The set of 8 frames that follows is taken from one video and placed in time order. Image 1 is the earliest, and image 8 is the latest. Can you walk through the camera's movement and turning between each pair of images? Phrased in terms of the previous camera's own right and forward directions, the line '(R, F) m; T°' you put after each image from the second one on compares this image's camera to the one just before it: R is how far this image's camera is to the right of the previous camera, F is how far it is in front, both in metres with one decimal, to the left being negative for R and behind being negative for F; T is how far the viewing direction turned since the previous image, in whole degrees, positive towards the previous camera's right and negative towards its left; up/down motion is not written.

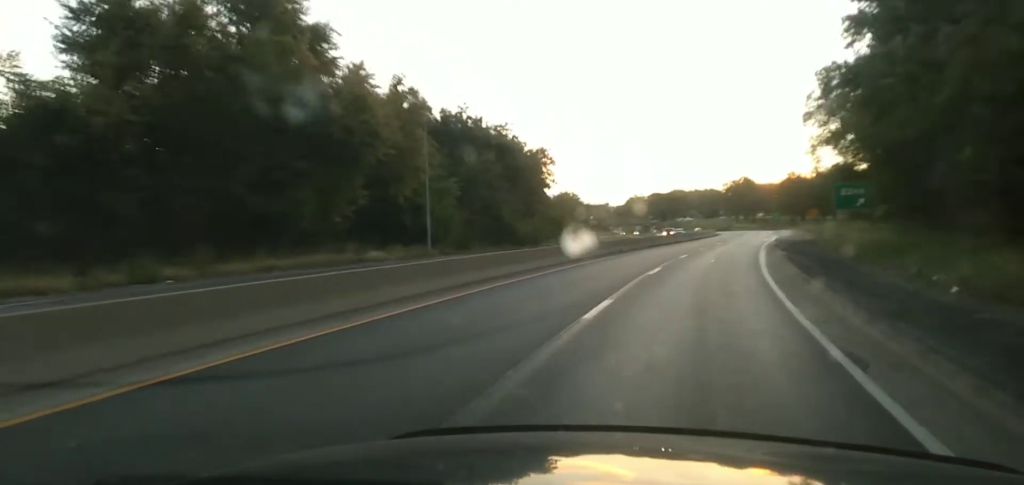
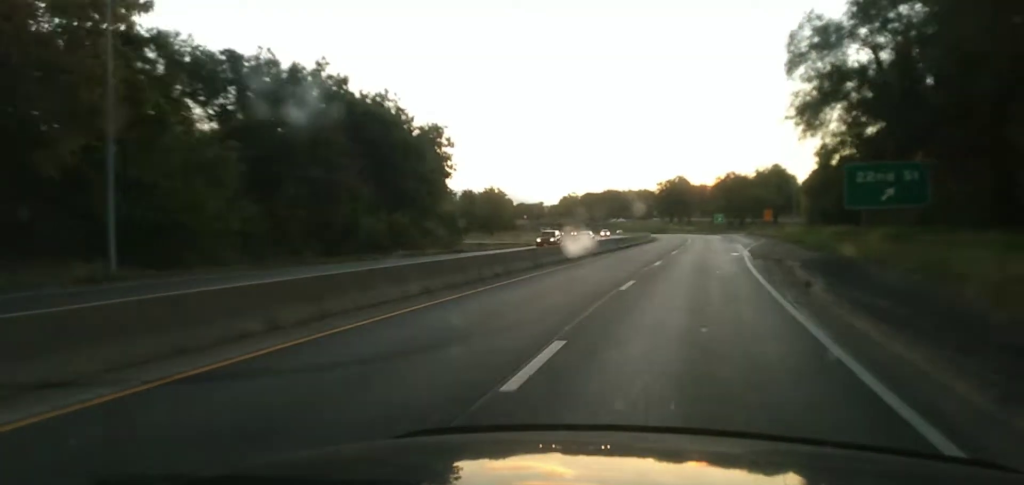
(+1.1, +30.9) m; +3°
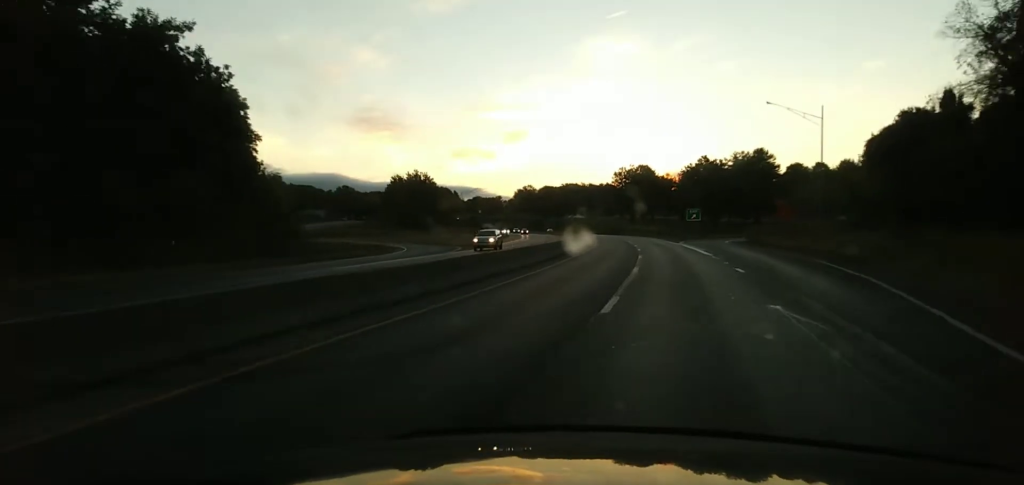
(+2.2, +53.5) m; +3°
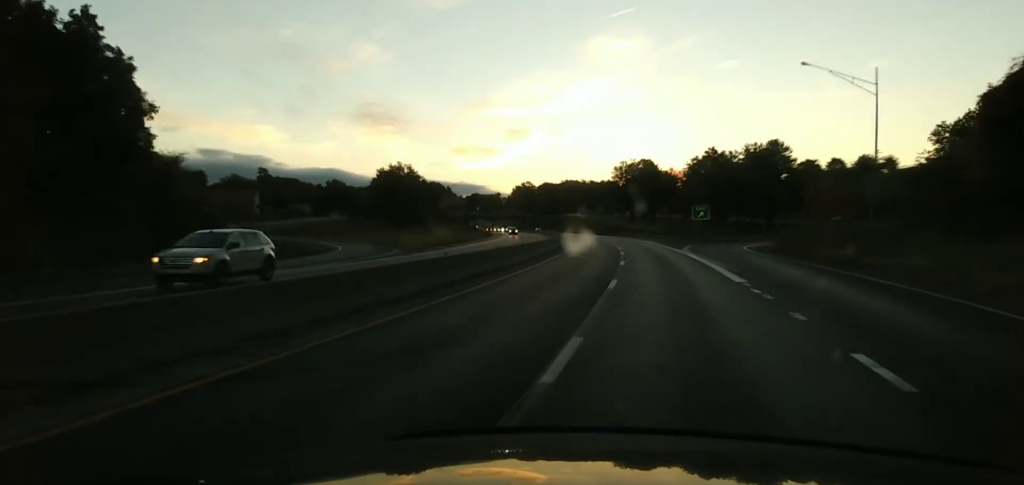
(0.0, +18.0) m; 0°
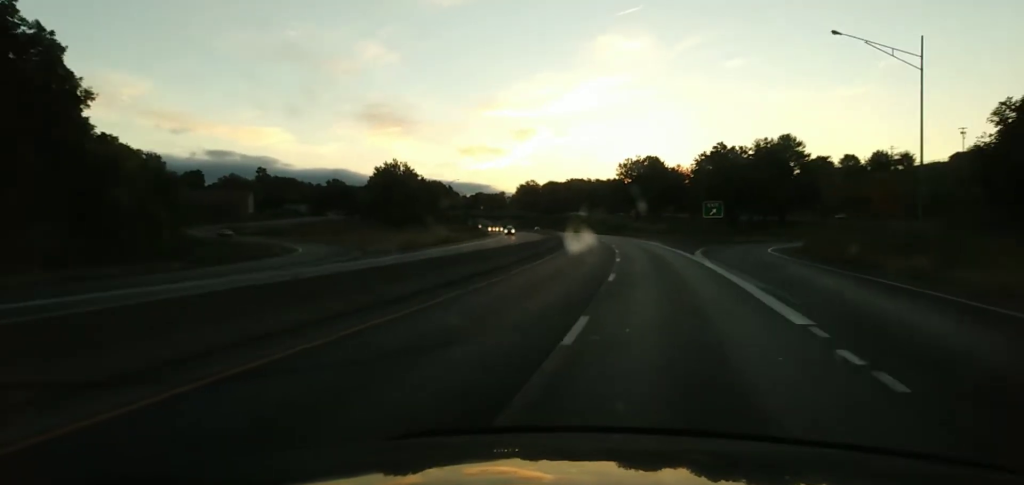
(+0.1, +9.9) m; 0°
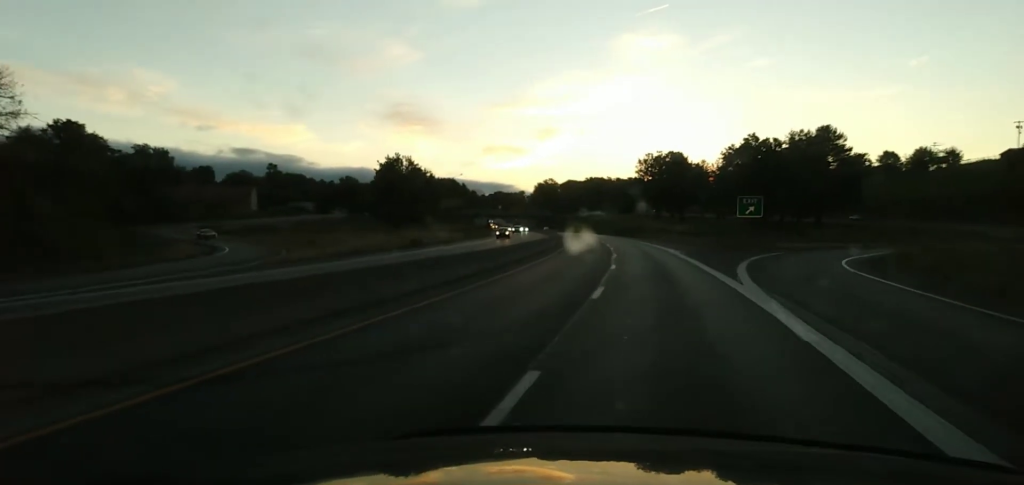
(-0.2, +18.2) m; 0°
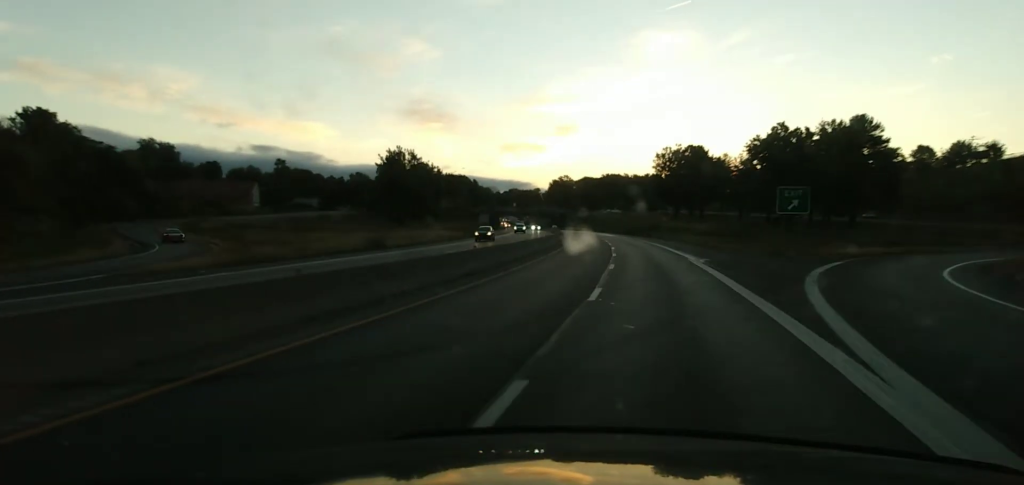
(-0.1, +13.0) m; -1°
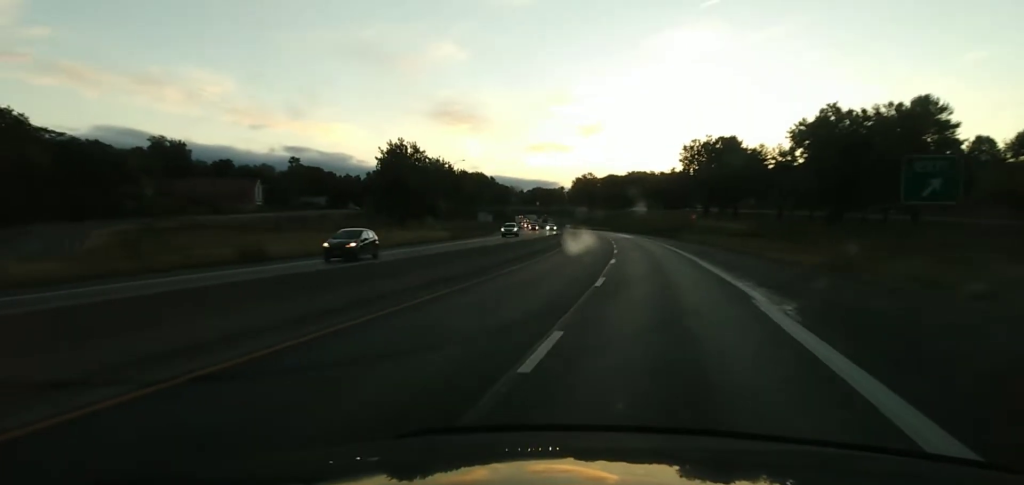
(+0.2, +20.2) m; -2°
